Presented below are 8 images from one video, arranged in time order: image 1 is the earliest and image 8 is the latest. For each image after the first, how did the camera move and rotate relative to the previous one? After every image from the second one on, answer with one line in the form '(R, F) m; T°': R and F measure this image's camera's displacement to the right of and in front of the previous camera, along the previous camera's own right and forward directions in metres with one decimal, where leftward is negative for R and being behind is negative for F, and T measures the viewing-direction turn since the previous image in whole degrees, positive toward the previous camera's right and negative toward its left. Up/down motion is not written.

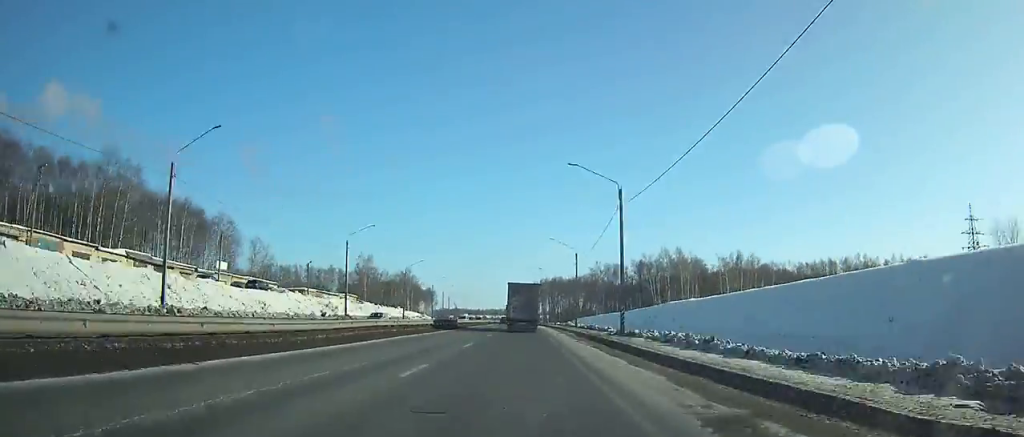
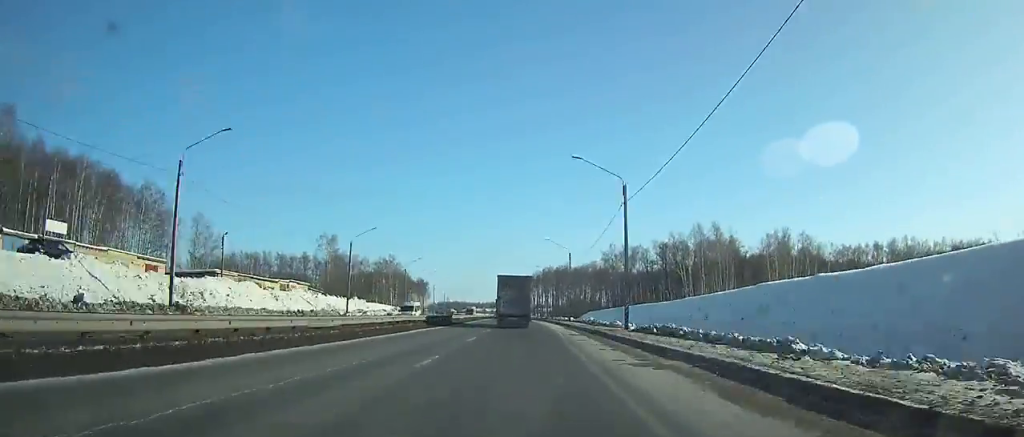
(0.0, +33.1) m; 0°
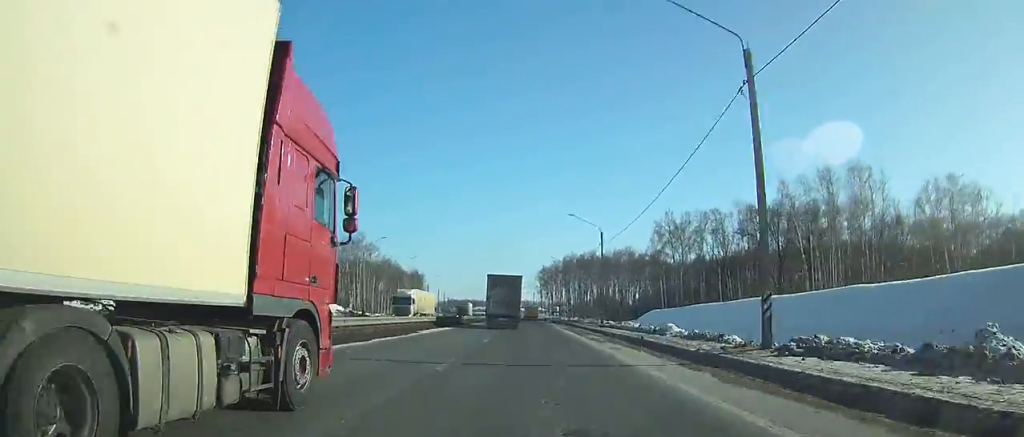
(0.0, +59.7) m; 0°
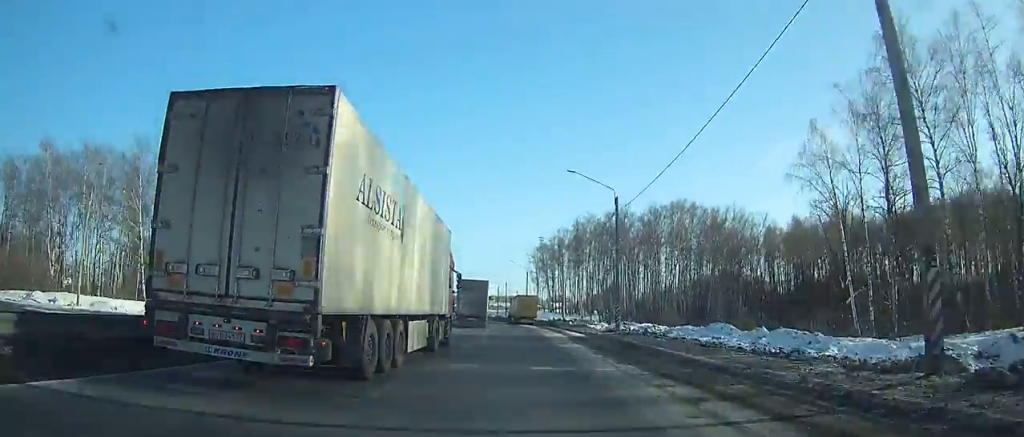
(-0.5, +89.7) m; -2°
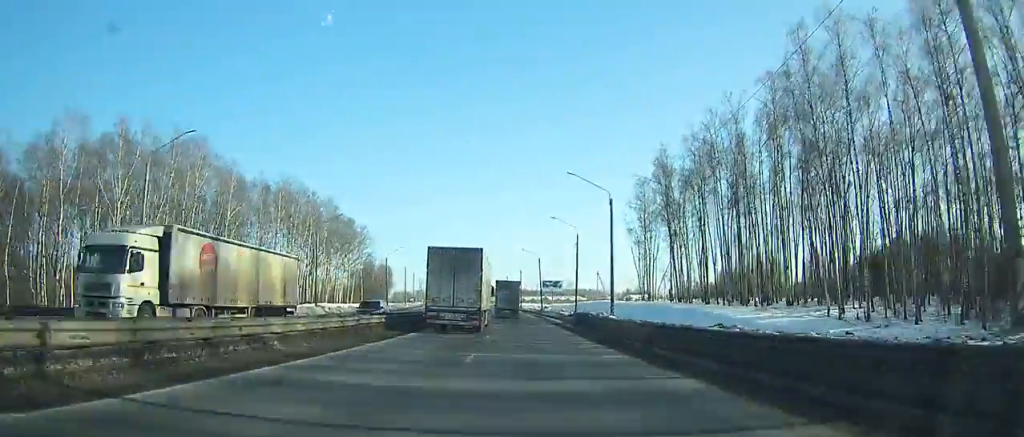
(-4.6, +104.8) m; -5°
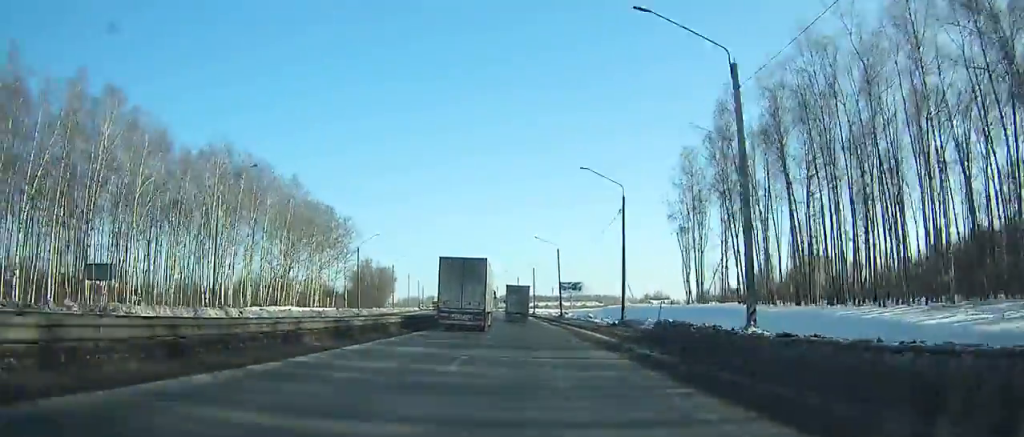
(-0.5, +25.4) m; -1°
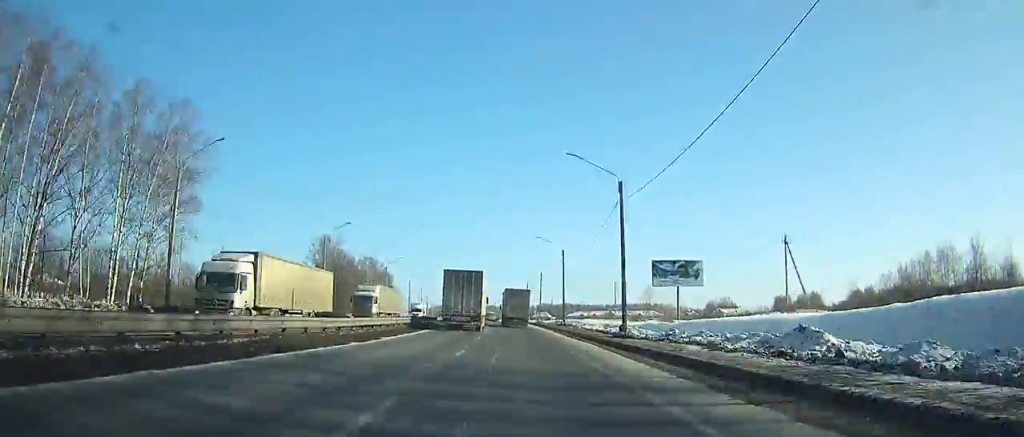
(-3.0, +77.7) m; -4°
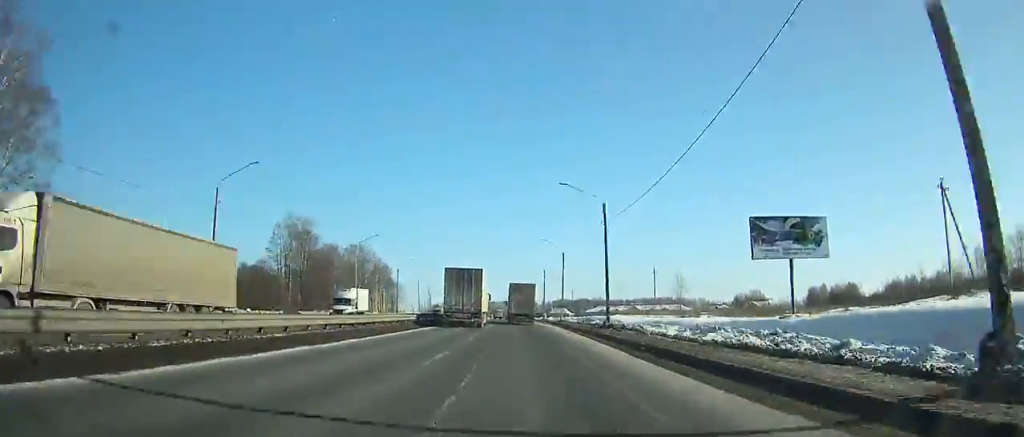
(-0.1, +26.3) m; -1°
